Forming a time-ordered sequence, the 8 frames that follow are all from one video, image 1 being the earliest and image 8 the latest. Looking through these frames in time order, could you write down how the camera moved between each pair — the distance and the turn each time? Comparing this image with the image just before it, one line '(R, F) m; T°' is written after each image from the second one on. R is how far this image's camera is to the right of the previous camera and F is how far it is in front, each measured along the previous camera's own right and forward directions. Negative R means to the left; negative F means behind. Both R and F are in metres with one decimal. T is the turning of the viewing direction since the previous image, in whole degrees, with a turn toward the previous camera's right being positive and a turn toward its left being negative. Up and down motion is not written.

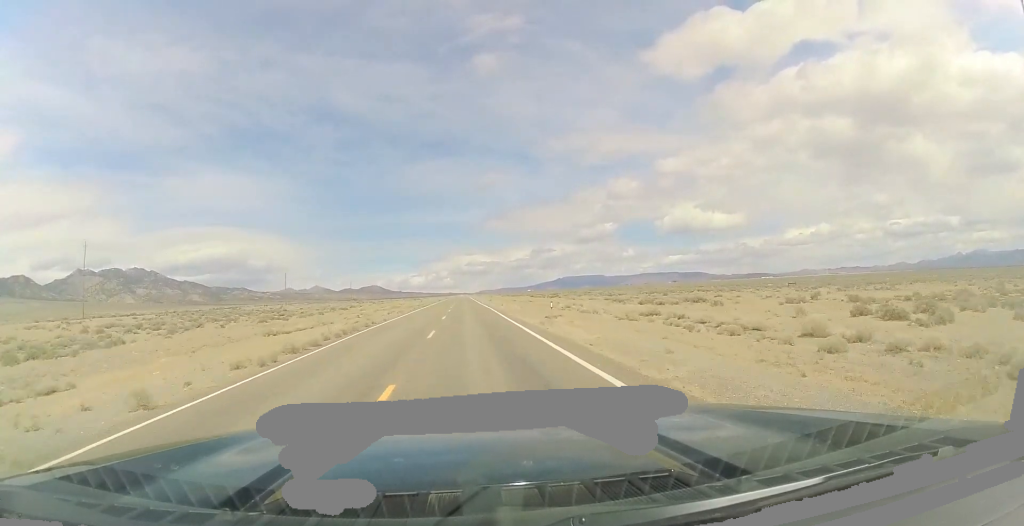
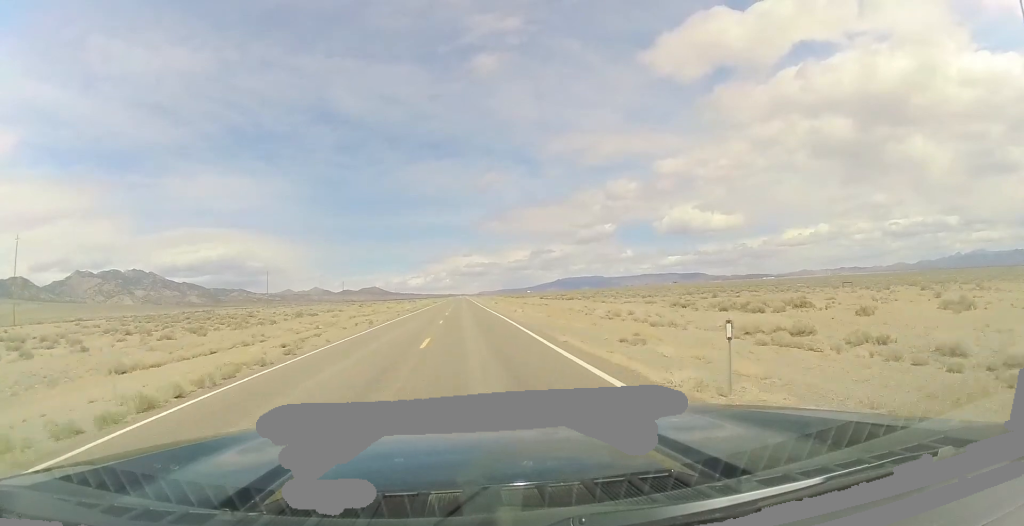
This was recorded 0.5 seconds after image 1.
(+0.1, +17.2) m; 0°
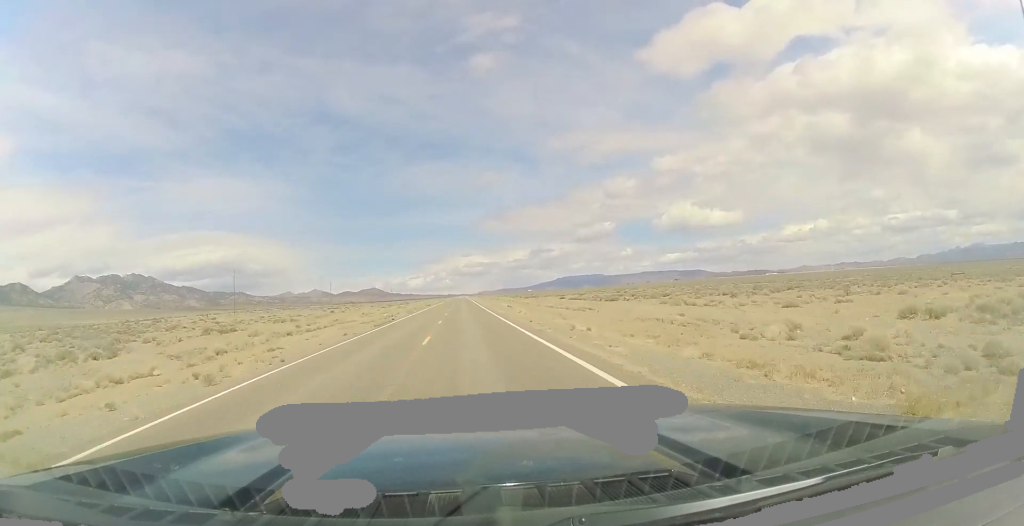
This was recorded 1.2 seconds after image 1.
(+0.2, +25.3) m; 0°
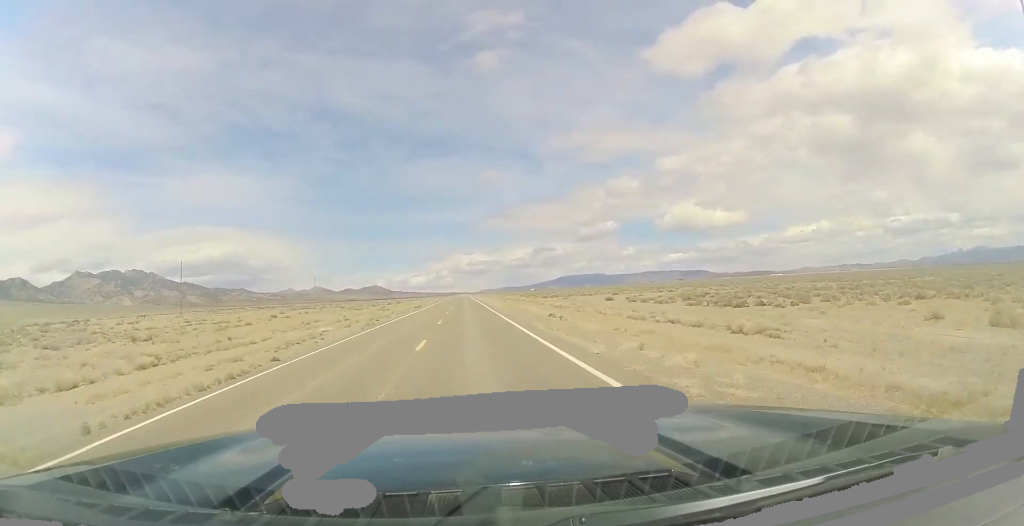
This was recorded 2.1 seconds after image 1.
(0.0, +30.0) m; 0°
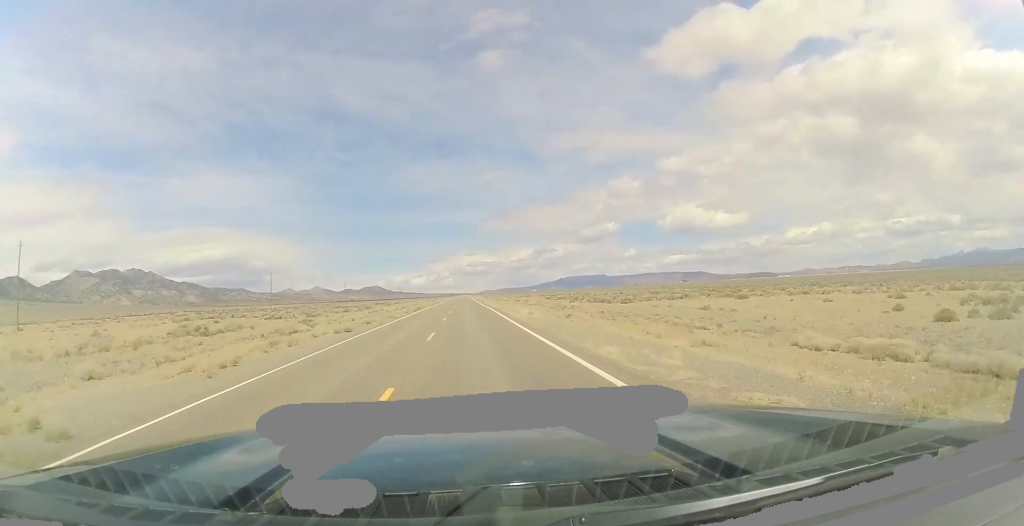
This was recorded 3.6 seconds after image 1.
(0.0, +51.0) m; 0°
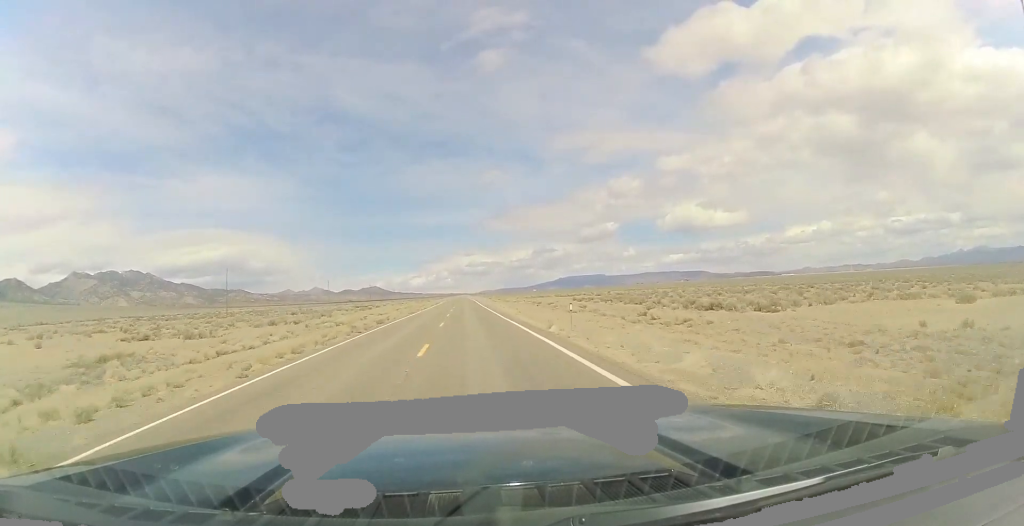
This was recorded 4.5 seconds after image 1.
(-0.1, +32.6) m; -1°
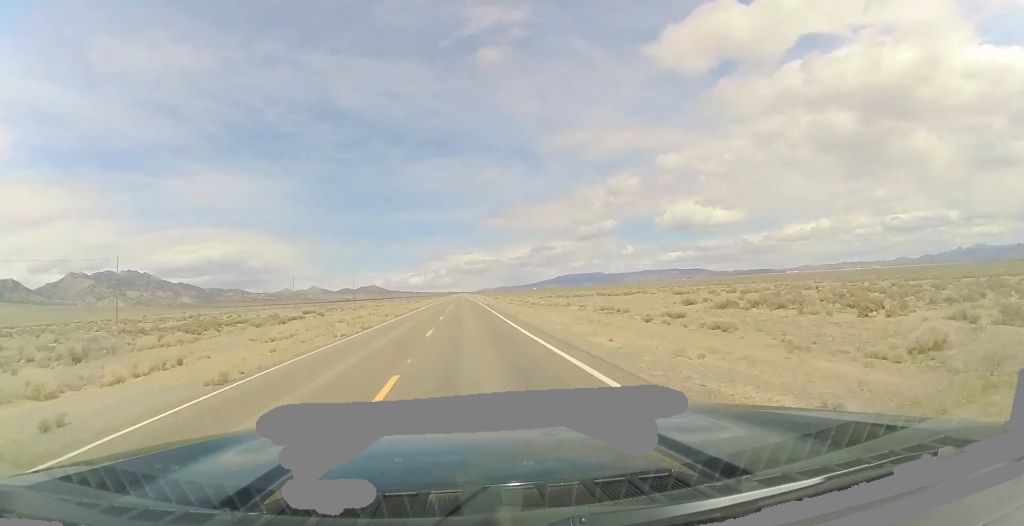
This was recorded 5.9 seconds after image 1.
(-0.4, +47.9) m; 0°
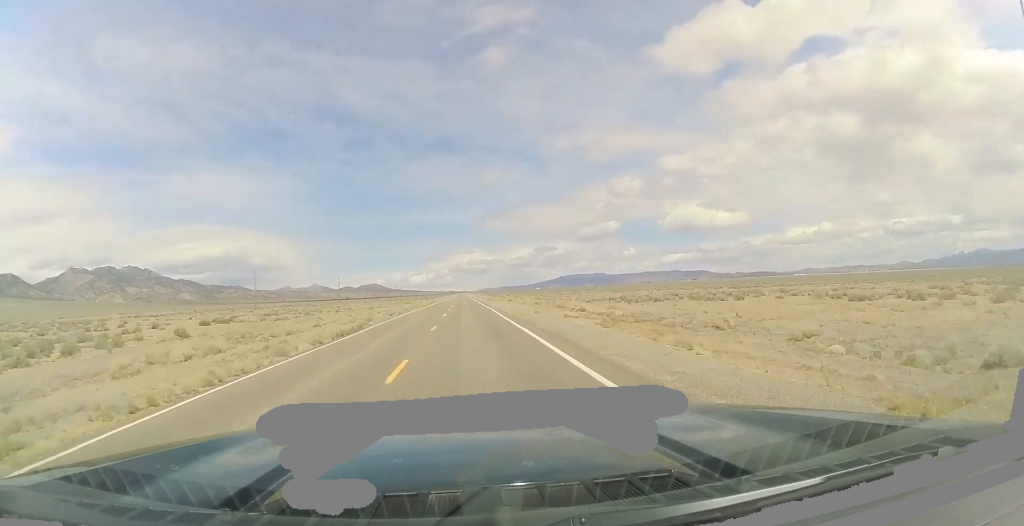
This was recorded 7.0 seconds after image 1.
(+0.3, +38.6) m; 0°
